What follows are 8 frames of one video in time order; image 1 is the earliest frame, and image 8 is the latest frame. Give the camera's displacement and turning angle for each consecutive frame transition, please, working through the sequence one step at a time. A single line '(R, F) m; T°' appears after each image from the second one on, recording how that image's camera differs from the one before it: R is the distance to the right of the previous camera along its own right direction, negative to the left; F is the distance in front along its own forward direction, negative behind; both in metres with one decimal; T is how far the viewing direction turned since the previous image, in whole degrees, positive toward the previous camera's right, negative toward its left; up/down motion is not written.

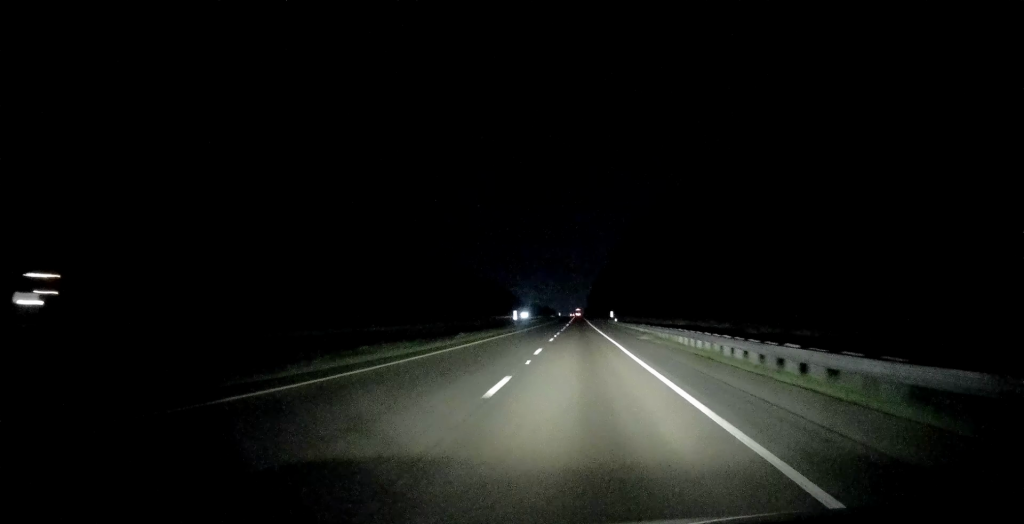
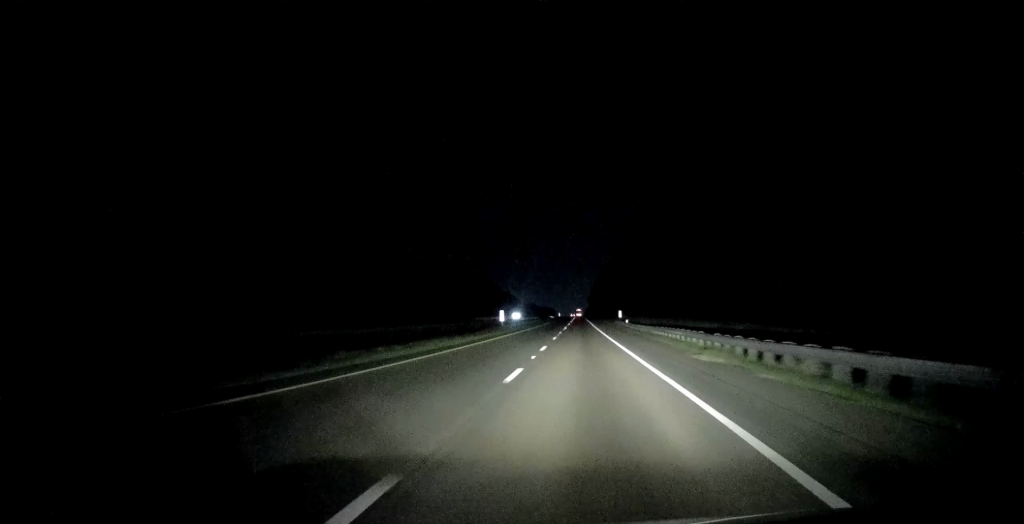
(-0.2, +21.4) m; 0°
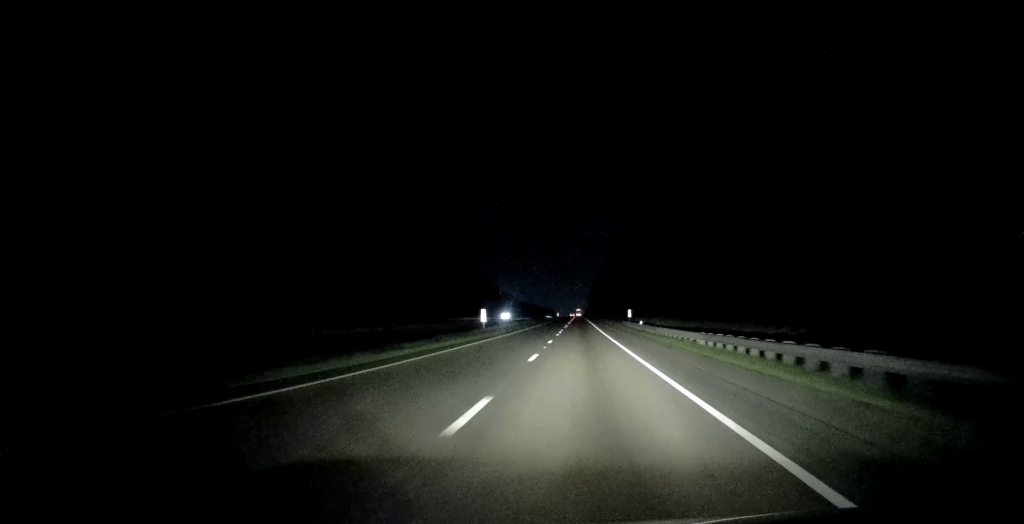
(-0.1, +18.2) m; 0°
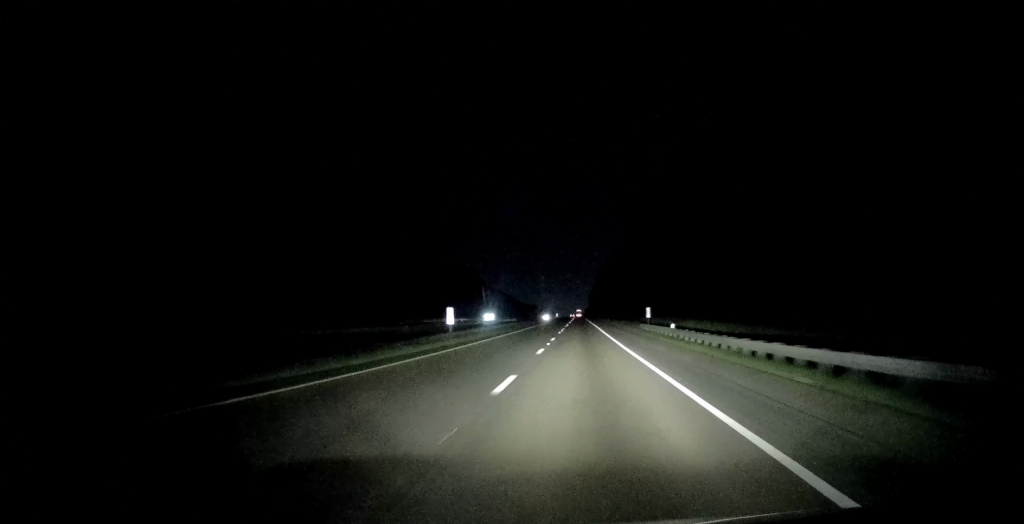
(+0.3, +20.4) m; 0°
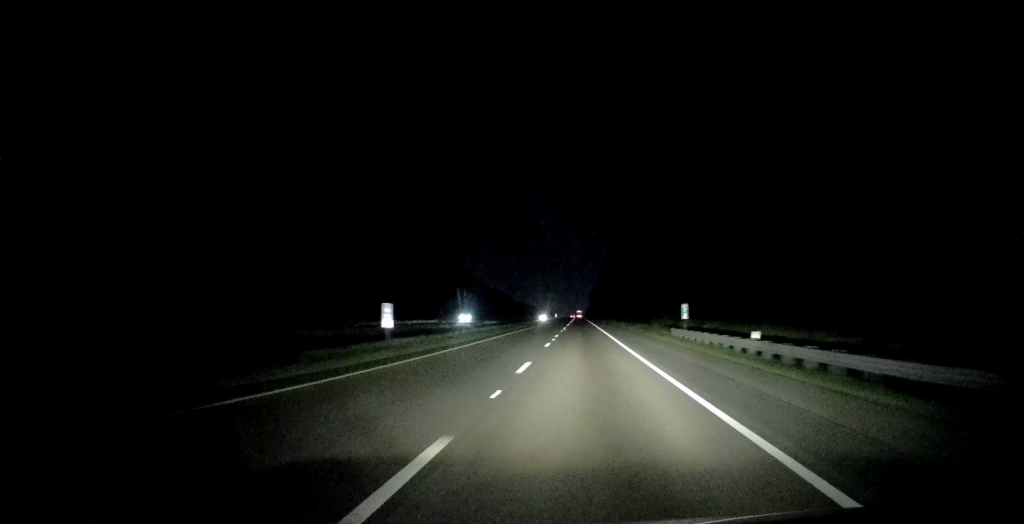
(-0.2, +19.4) m; 0°
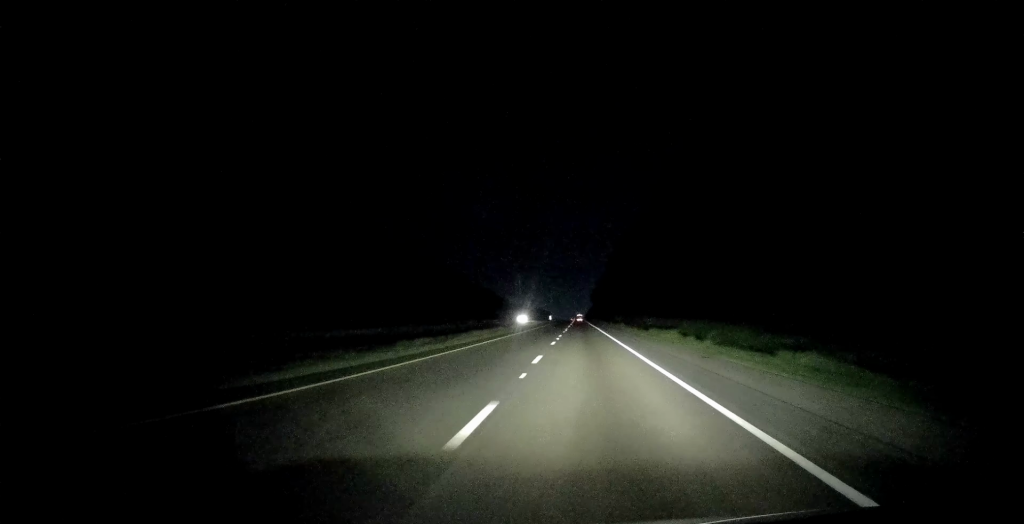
(+0.4, +70.1) m; +1°
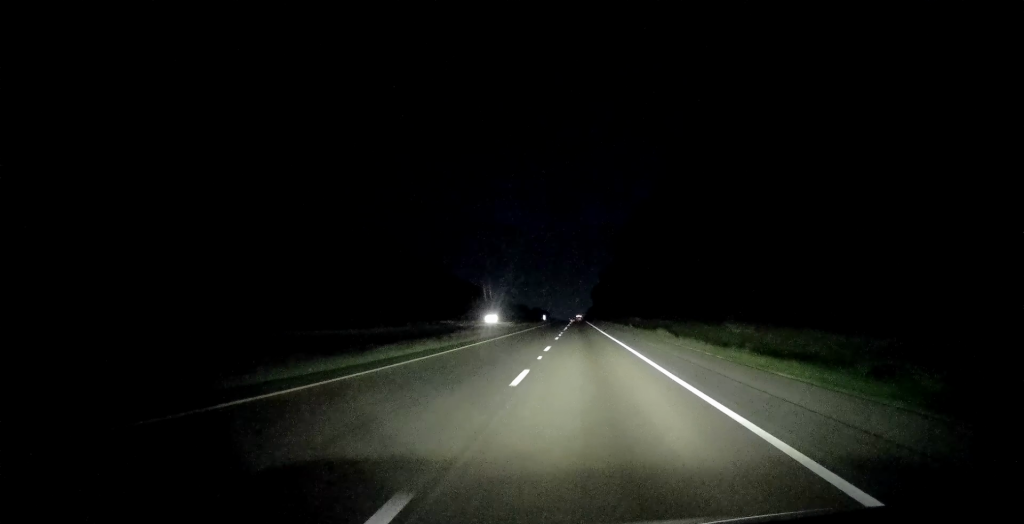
(-0.2, +42.2) m; -1°
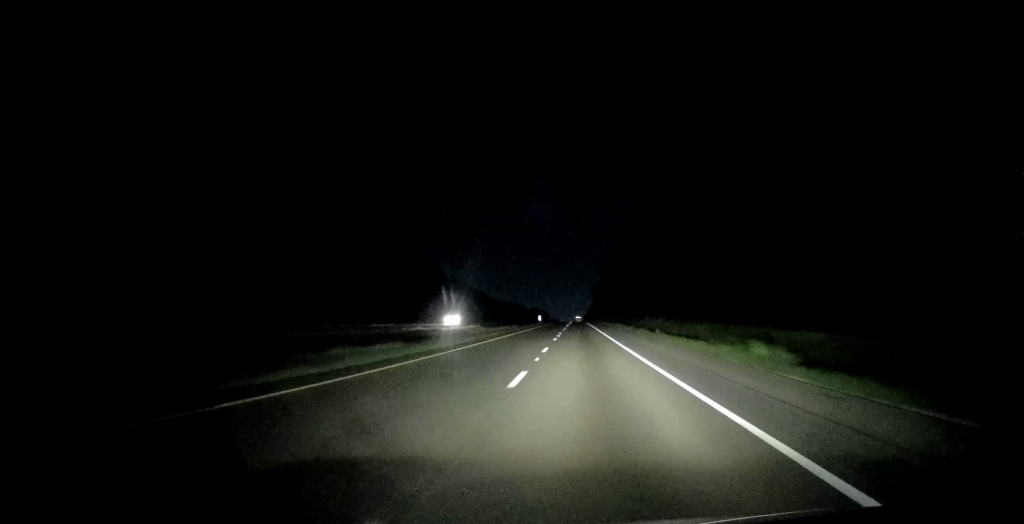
(-0.1, +24.9) m; +1°
